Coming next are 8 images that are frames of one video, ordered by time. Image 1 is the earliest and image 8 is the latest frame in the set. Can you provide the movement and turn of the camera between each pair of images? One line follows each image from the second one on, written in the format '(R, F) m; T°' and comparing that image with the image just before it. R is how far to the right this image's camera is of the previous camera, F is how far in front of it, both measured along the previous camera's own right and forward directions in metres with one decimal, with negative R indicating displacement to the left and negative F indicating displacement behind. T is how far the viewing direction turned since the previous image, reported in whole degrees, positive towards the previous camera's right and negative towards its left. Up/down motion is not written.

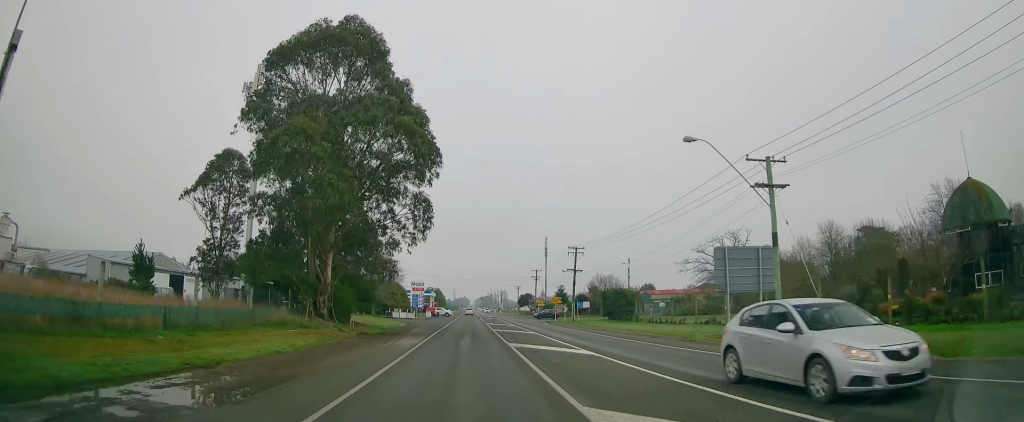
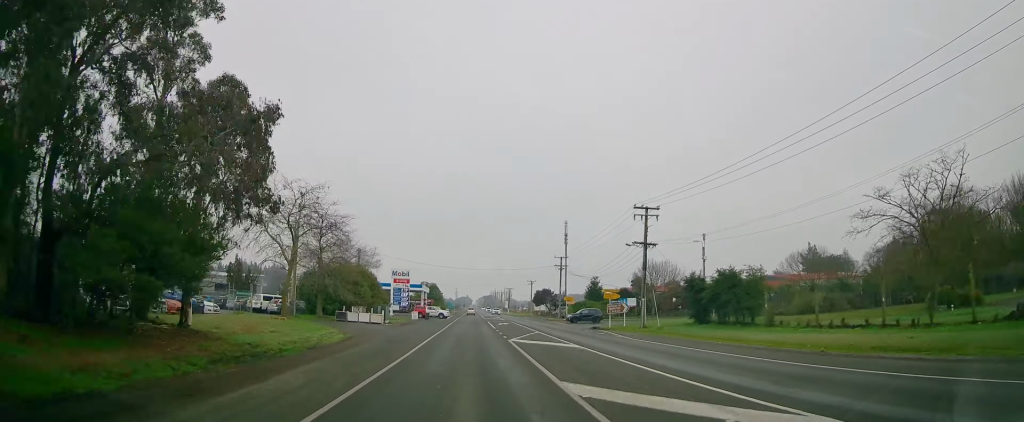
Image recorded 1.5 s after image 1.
(-0.2, +28.3) m; 0°
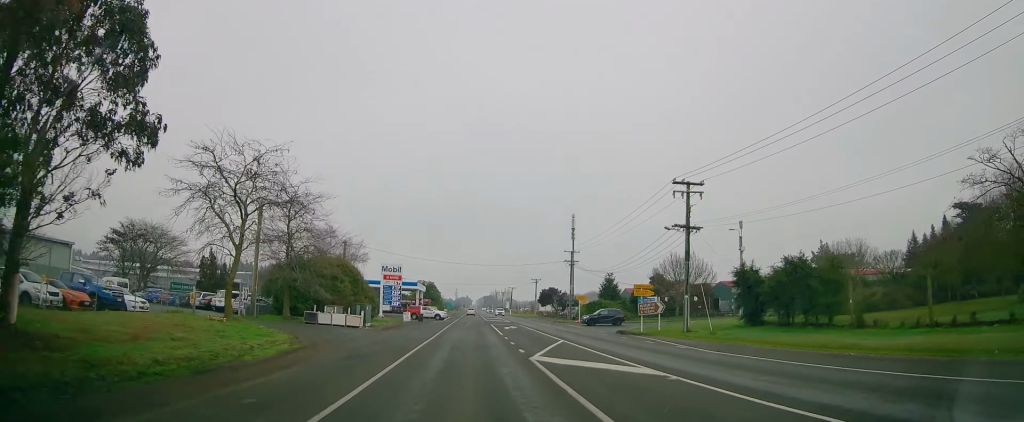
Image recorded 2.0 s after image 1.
(+0.2, +8.7) m; 0°
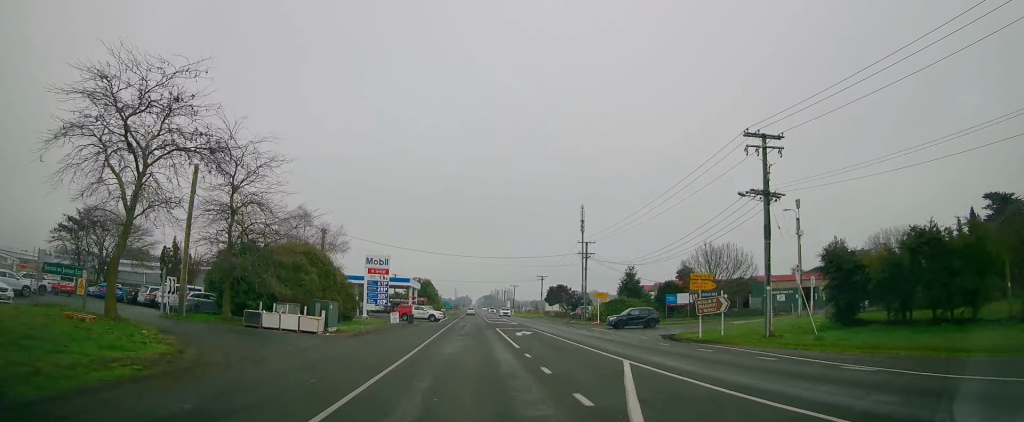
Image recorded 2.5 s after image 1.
(-0.2, +10.0) m; -1°
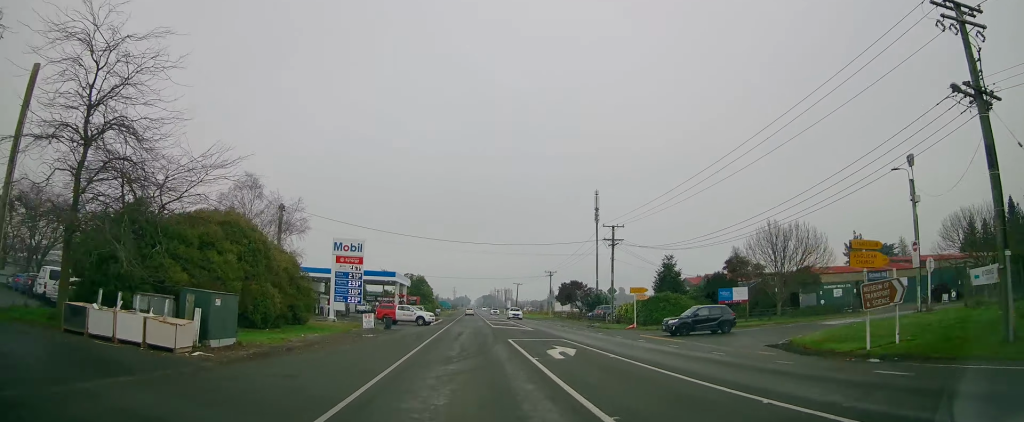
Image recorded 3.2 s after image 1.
(-0.2, +13.1) m; -1°
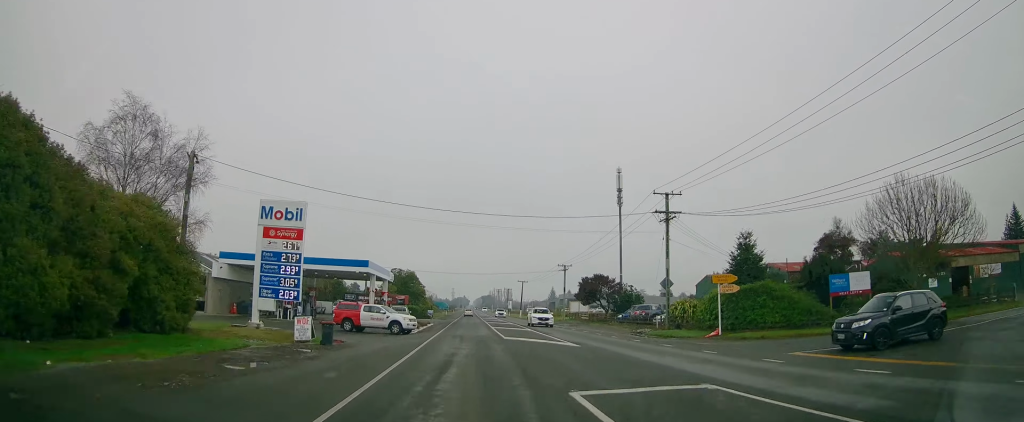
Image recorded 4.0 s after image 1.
(+0.1, +15.5) m; 0°
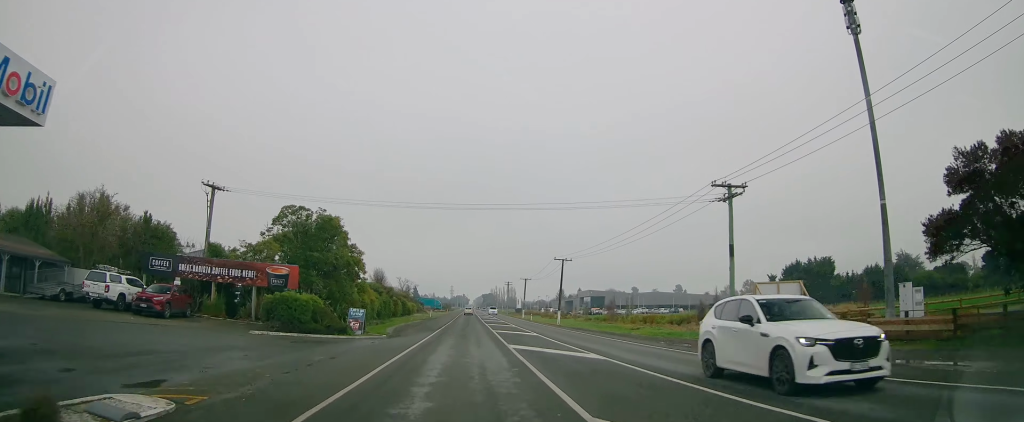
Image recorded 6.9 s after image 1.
(+0.4, +53.3) m; +1°
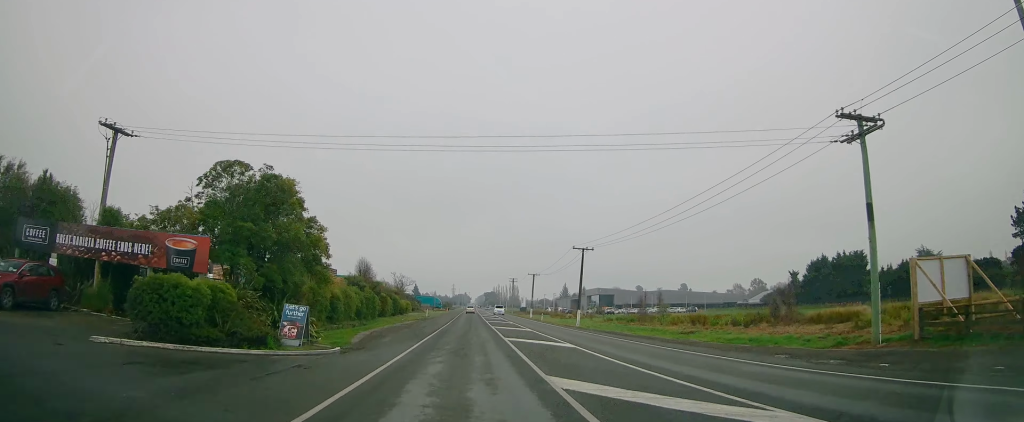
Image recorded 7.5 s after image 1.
(0.0, +11.0) m; 0°
